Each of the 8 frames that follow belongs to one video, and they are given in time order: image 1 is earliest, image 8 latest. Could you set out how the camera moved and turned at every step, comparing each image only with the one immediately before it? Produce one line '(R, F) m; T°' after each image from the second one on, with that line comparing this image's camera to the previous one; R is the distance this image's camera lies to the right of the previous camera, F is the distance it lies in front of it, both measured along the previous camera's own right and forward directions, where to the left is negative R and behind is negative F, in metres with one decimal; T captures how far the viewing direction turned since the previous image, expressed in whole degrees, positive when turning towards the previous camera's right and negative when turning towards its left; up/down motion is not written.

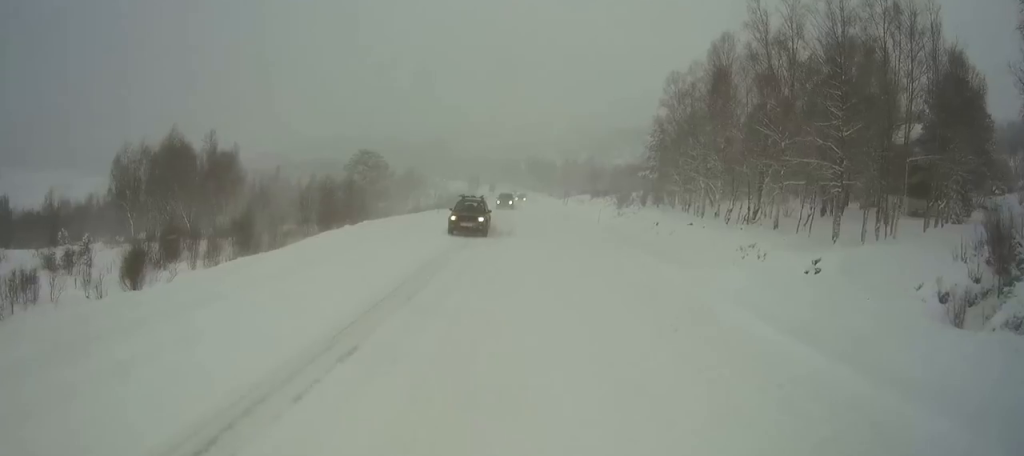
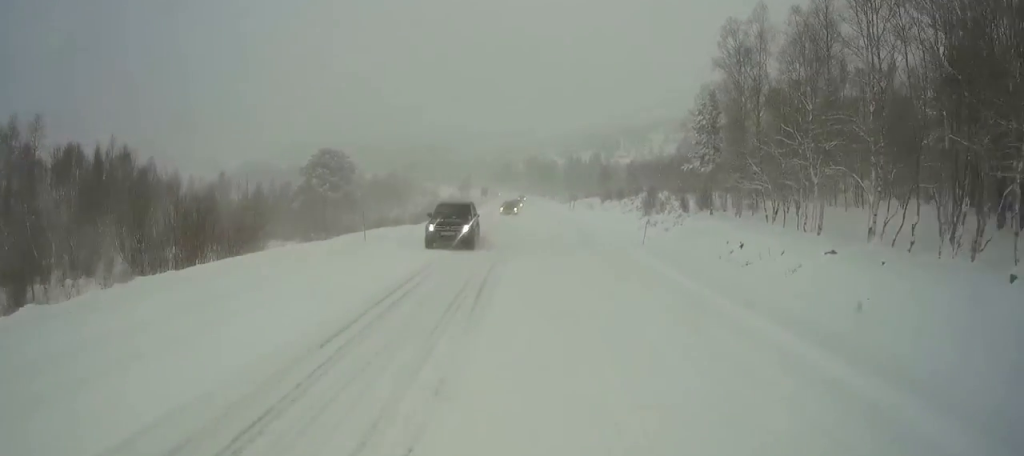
(-0.2, +21.8) m; 0°
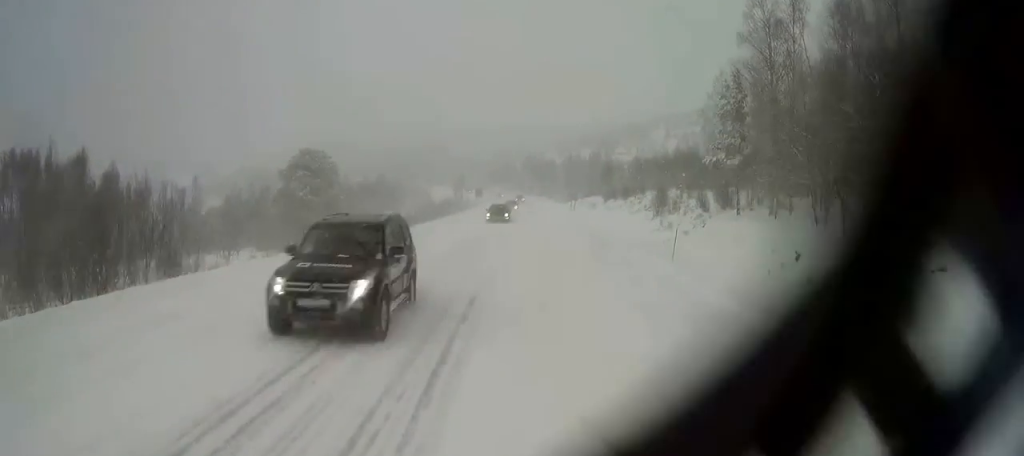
(0.0, +7.3) m; 0°
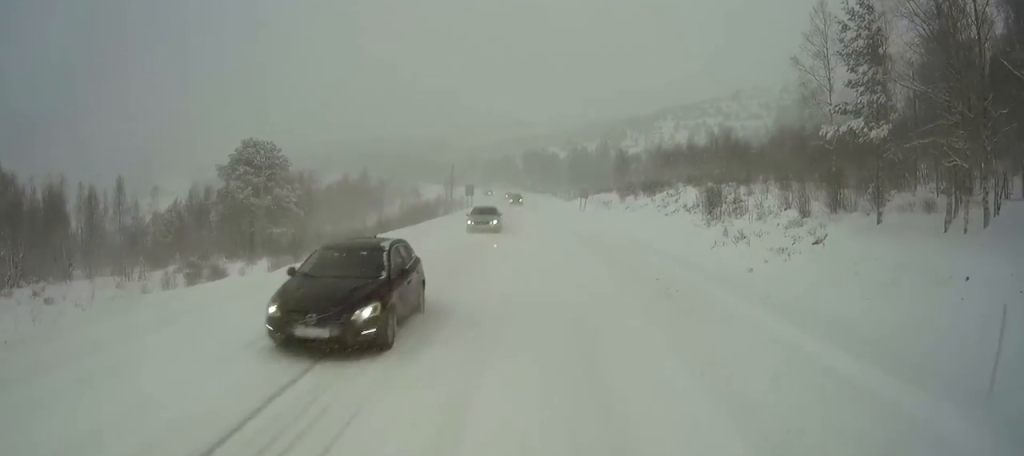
(0.0, +18.7) m; 0°
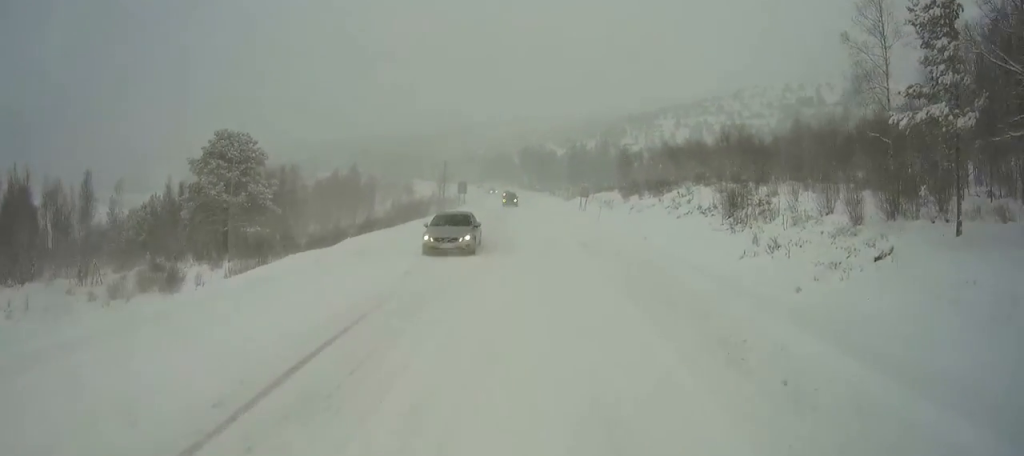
(0.0, +5.9) m; 0°
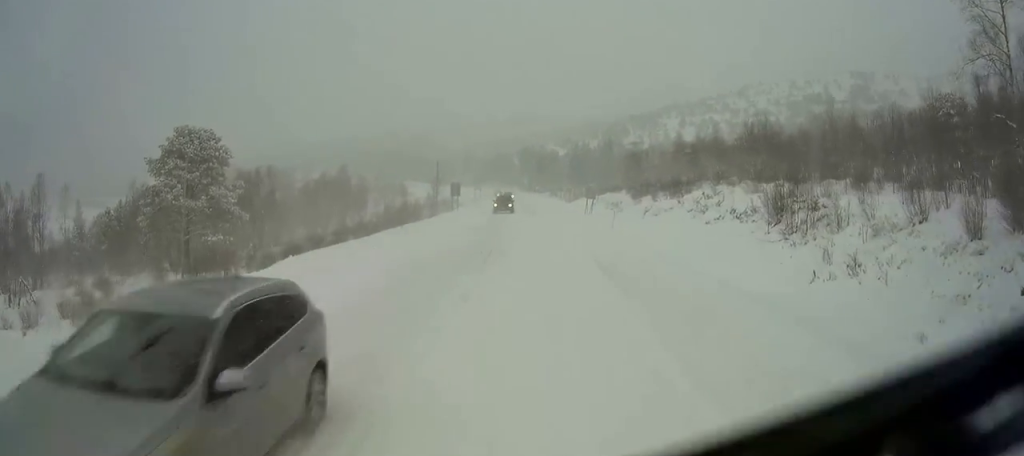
(0.0, +8.4) m; 0°
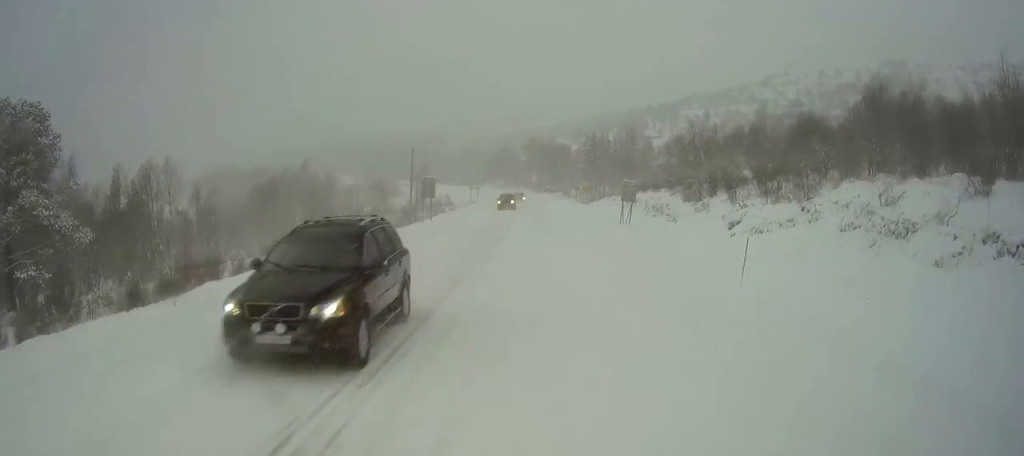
(-0.1, +24.8) m; -1°
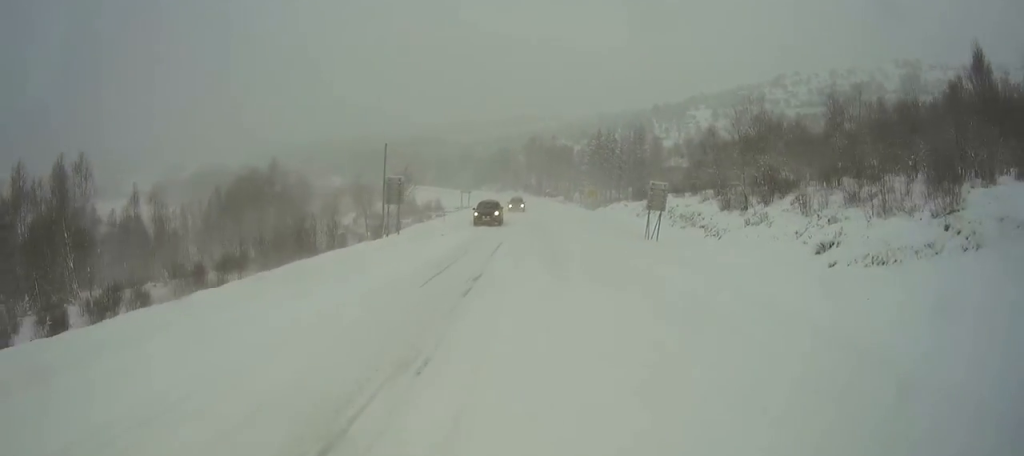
(-0.2, +11.9) m; -1°
